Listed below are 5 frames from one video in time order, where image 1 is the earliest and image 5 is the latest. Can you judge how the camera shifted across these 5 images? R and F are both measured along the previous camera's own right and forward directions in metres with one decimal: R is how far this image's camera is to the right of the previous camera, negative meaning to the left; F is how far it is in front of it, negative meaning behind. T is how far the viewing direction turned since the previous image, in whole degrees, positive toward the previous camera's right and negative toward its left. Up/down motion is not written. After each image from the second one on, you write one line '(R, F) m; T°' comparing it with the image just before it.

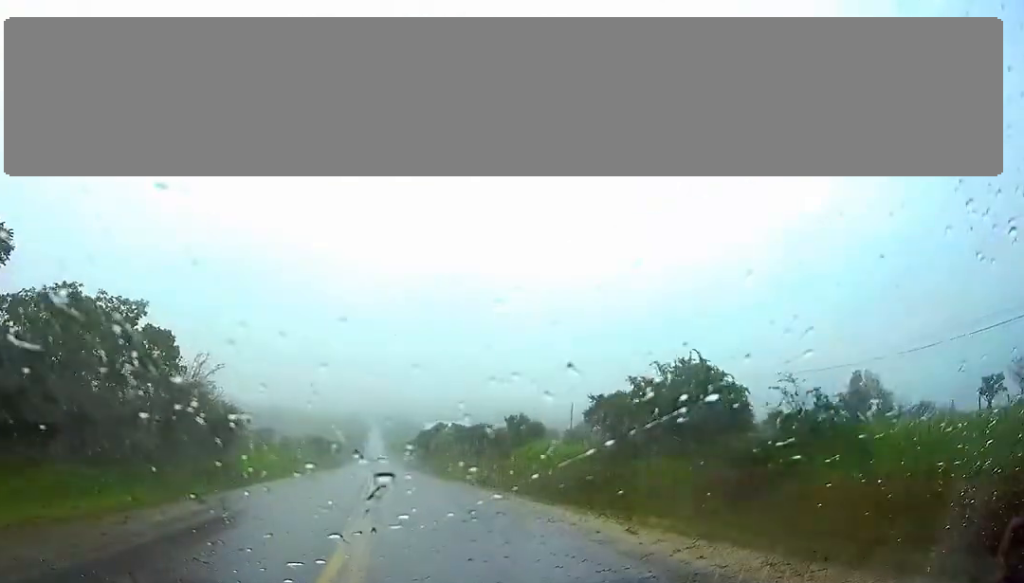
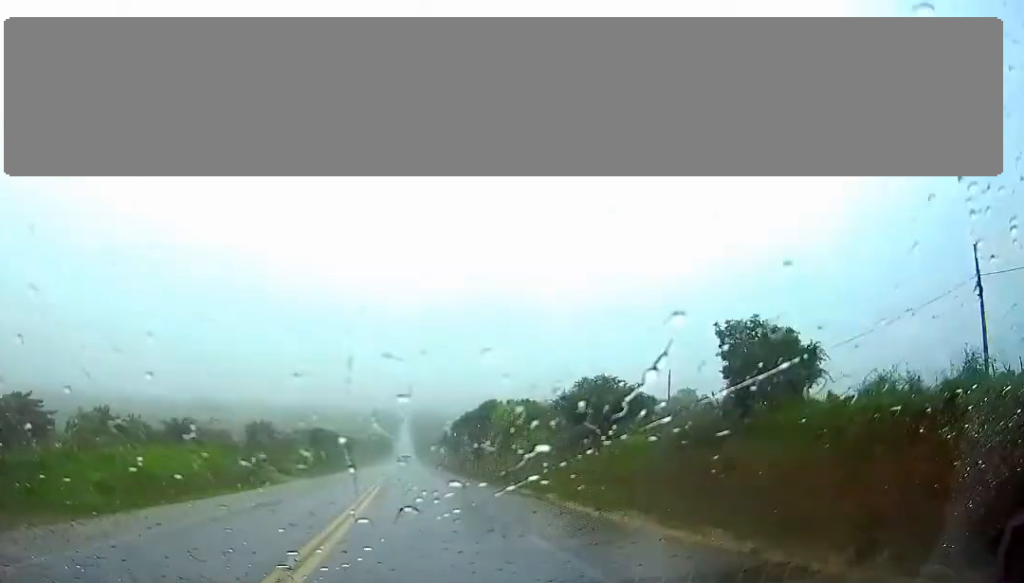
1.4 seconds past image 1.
(-0.5, +34.9) m; -2°
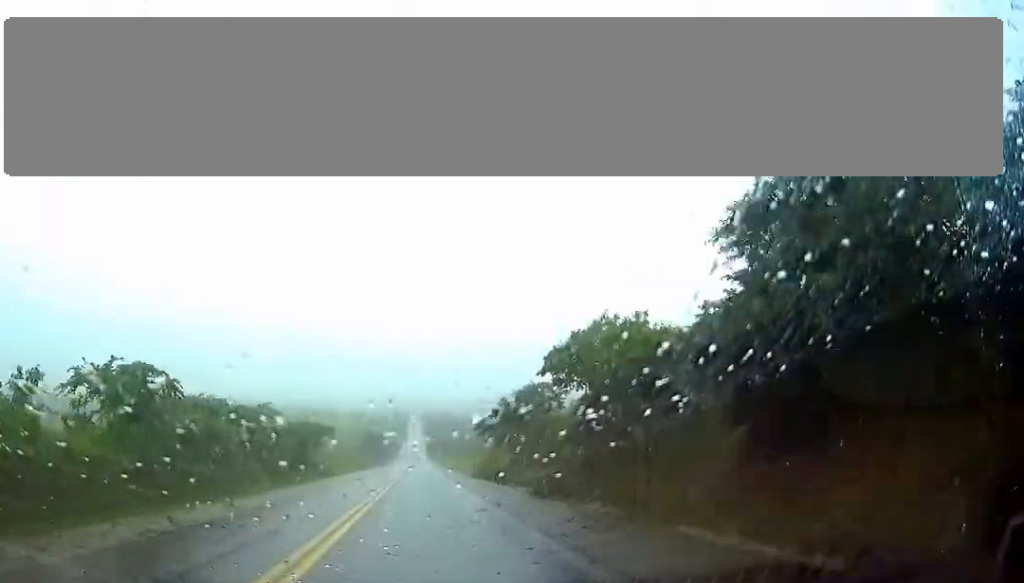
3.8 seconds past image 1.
(-0.6, +61.6) m; -1°
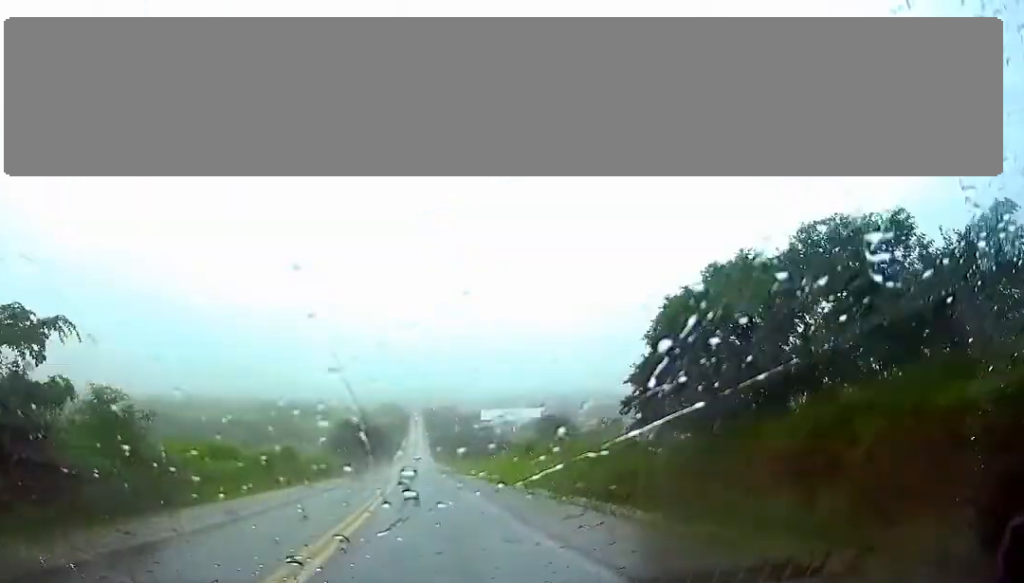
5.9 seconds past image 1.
(-0.5, +54.9) m; -1°
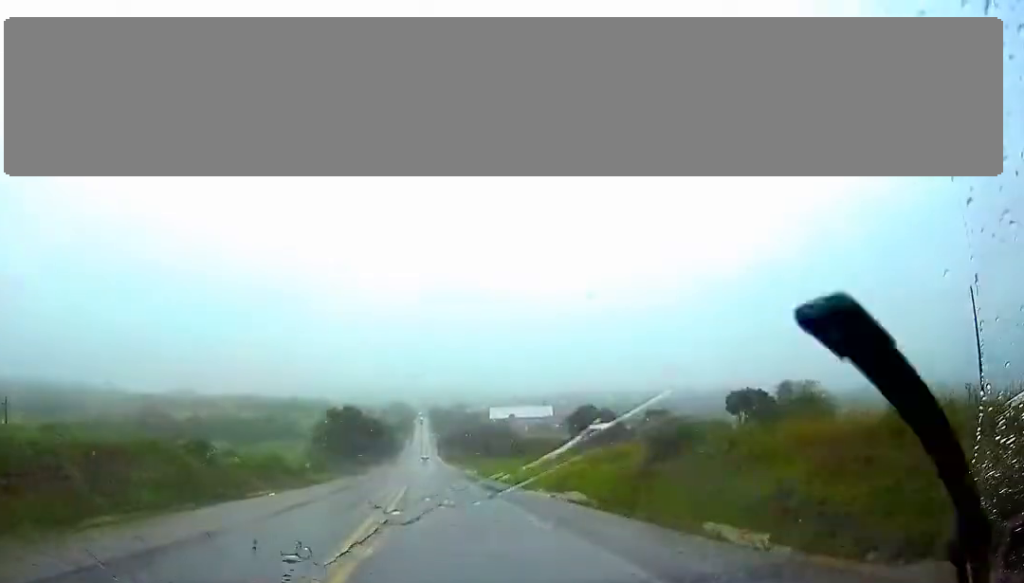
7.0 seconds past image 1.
(-0.2, +29.1) m; 0°
